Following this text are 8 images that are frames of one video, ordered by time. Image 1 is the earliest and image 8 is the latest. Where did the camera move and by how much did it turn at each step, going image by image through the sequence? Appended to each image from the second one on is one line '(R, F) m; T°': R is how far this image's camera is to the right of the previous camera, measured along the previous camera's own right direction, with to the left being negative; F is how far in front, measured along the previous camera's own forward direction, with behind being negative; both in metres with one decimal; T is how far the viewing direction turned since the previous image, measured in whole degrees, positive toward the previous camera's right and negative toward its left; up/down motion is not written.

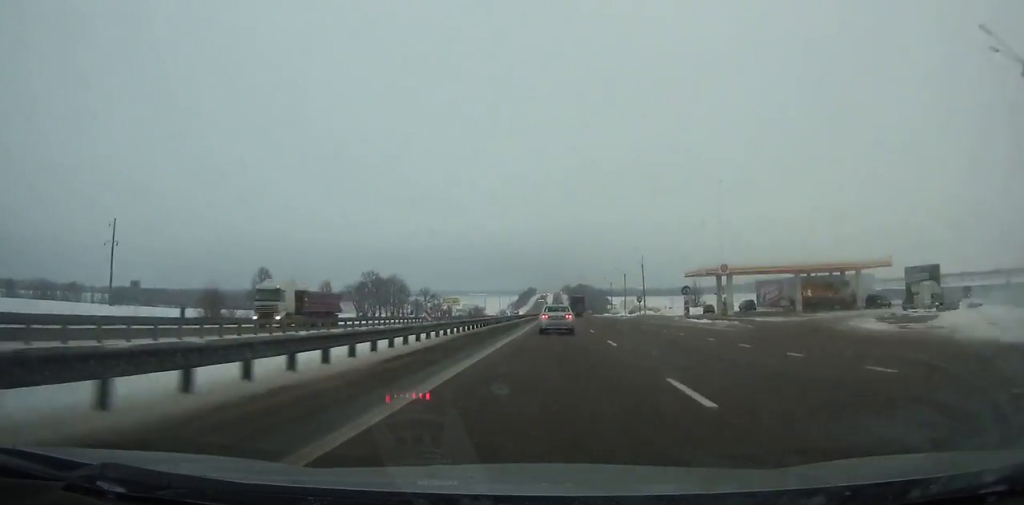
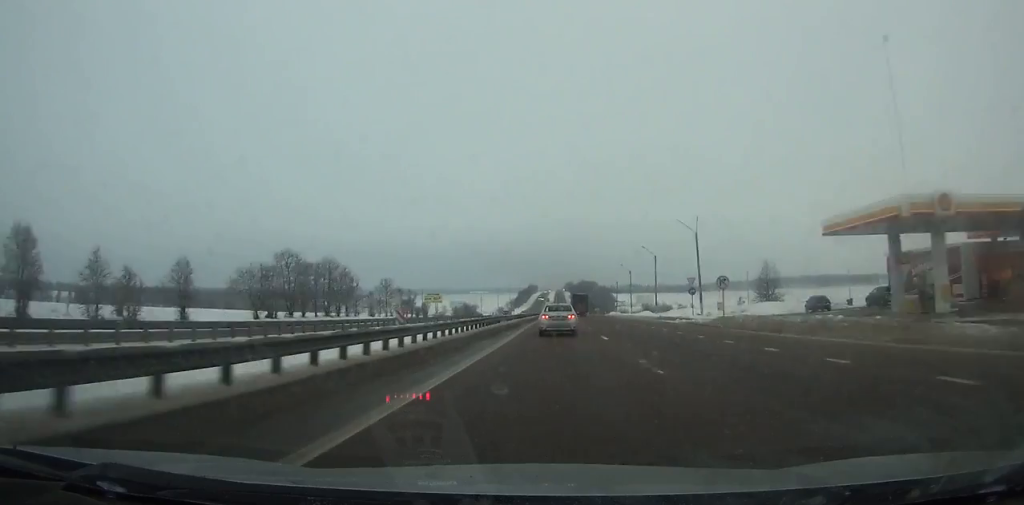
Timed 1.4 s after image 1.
(0.0, +39.0) m; 0°
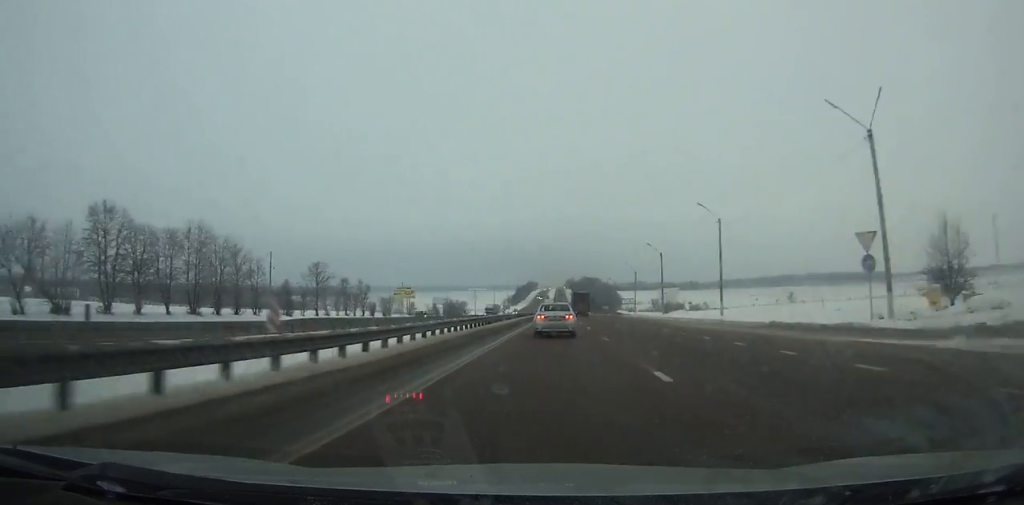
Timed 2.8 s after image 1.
(0.0, +38.6) m; 0°
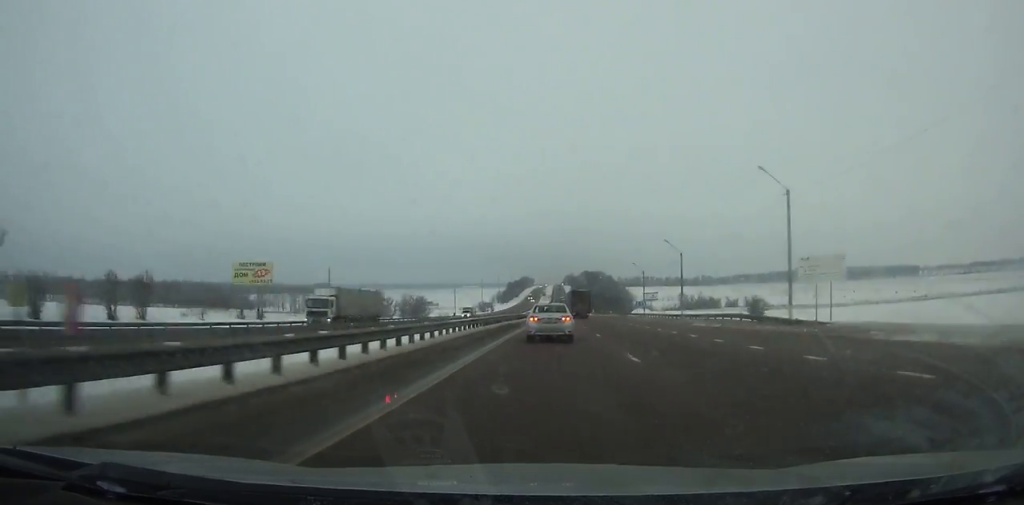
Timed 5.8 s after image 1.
(+0.1, +81.2) m; 0°
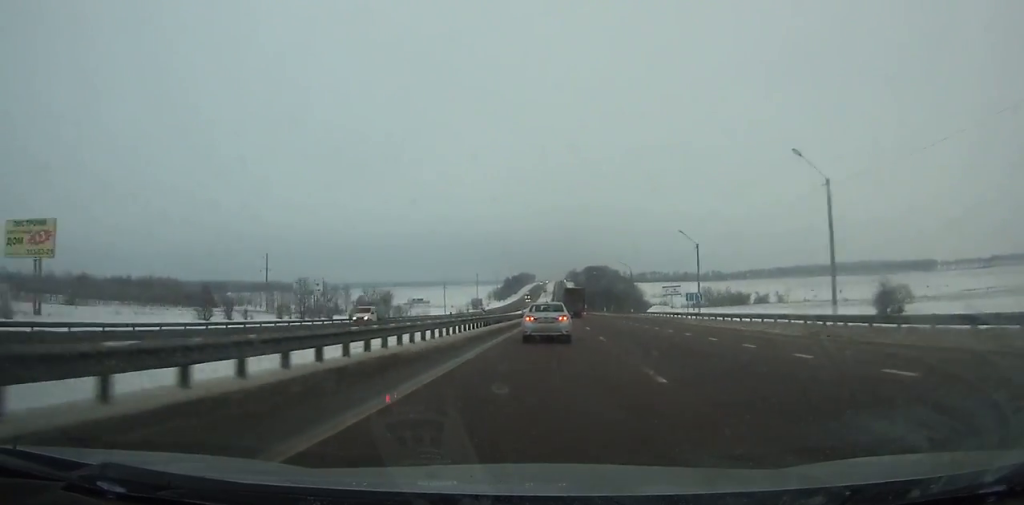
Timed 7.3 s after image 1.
(-0.1, +39.8) m; 0°
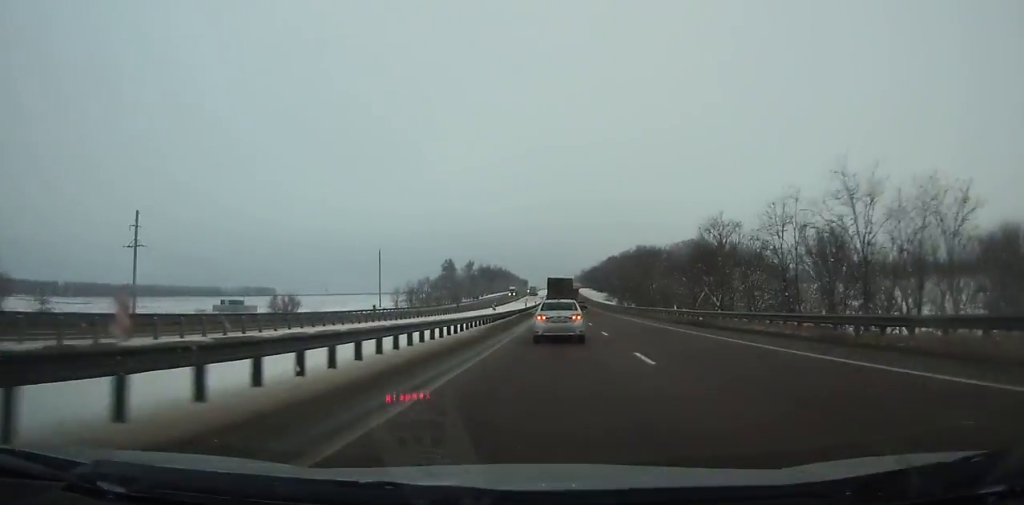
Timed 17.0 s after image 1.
(-0.3, +247.3) m; 0°
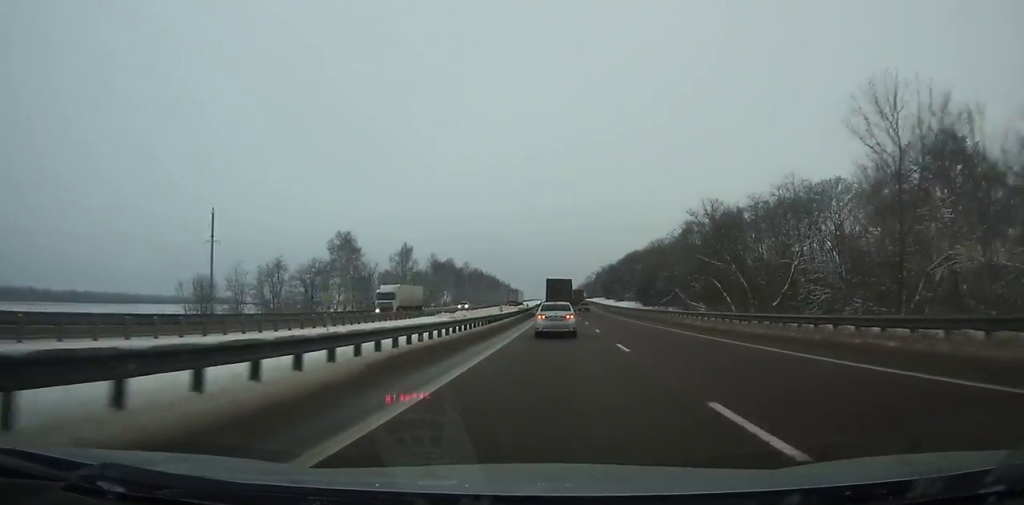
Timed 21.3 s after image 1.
(-0.4, +104.3) m; 0°
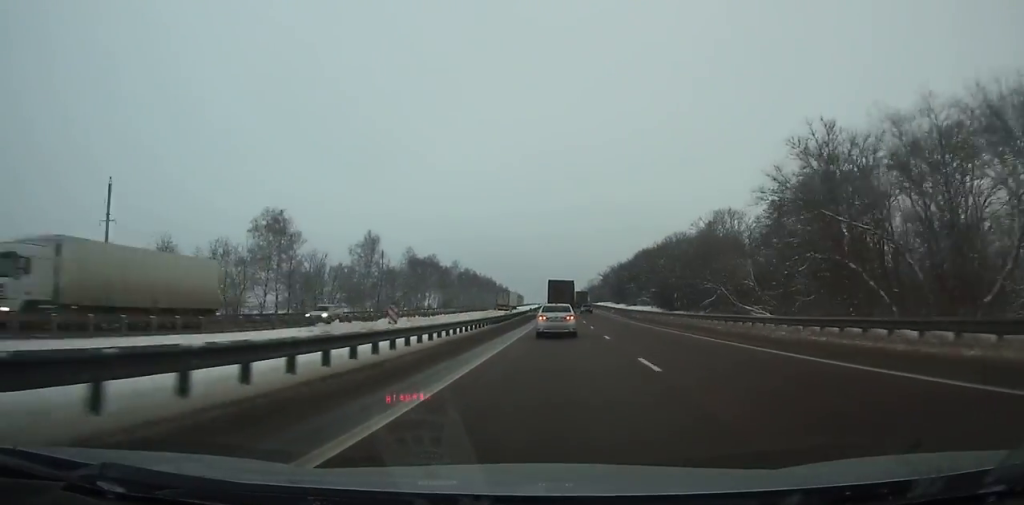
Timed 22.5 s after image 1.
(-0.1, +28.2) m; 0°
